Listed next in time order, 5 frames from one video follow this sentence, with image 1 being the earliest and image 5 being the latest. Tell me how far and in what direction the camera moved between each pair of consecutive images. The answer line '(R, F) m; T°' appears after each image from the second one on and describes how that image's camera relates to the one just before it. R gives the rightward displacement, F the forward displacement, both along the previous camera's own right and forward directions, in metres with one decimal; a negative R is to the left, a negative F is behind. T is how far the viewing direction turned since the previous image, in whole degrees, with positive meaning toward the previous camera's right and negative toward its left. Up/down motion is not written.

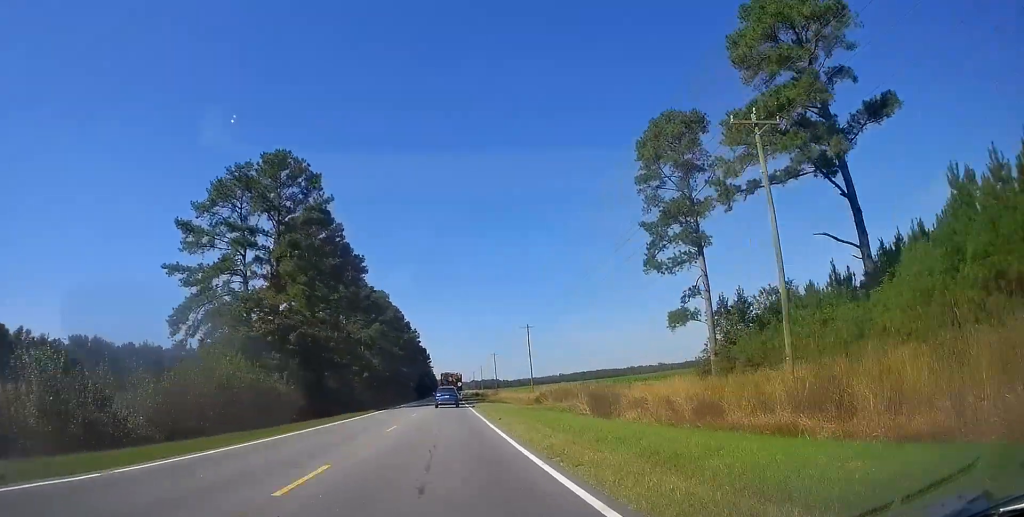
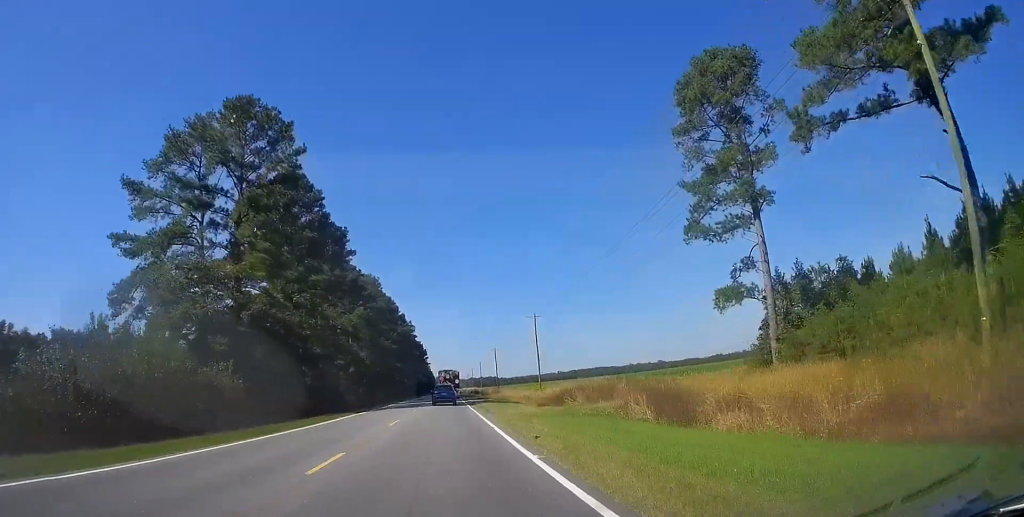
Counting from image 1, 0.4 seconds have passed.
(-0.2, +10.6) m; +1°
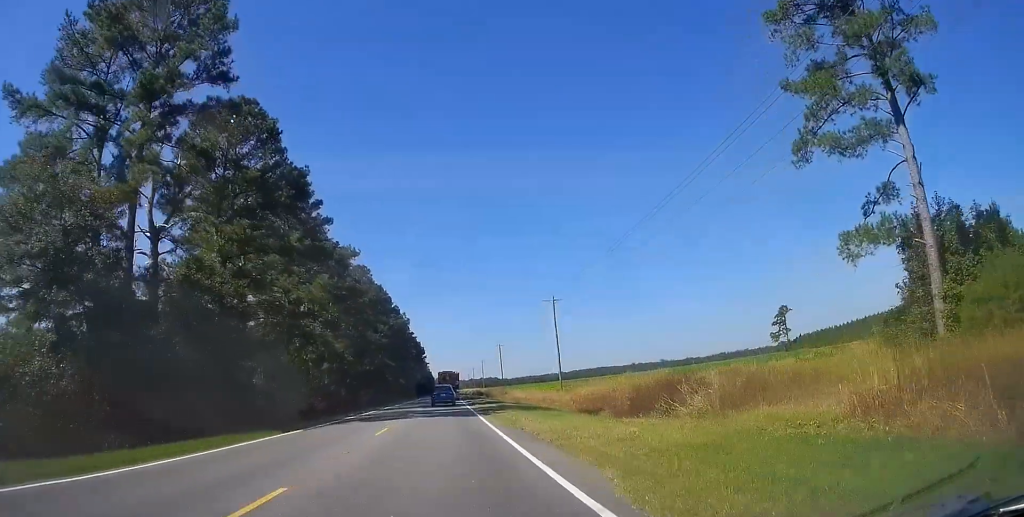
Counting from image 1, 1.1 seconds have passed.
(+0.4, +16.4) m; 0°
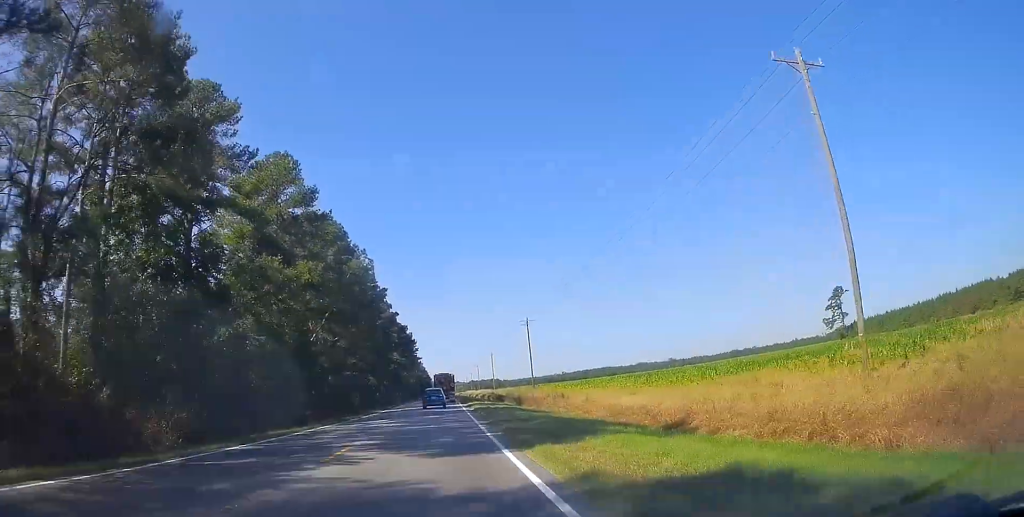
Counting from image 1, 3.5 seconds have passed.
(-0.9, +55.0) m; -1°
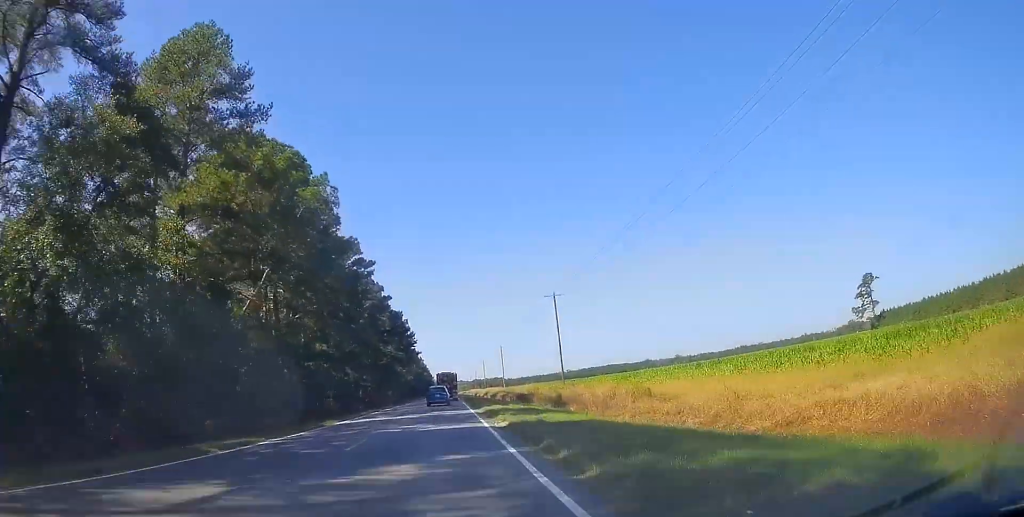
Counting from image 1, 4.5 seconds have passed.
(0.0, +21.8) m; -1°
